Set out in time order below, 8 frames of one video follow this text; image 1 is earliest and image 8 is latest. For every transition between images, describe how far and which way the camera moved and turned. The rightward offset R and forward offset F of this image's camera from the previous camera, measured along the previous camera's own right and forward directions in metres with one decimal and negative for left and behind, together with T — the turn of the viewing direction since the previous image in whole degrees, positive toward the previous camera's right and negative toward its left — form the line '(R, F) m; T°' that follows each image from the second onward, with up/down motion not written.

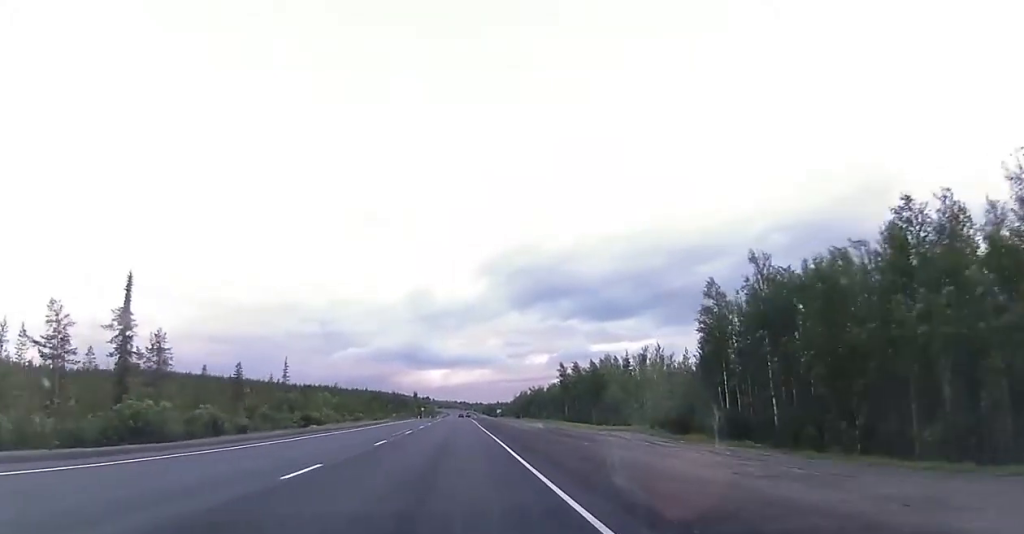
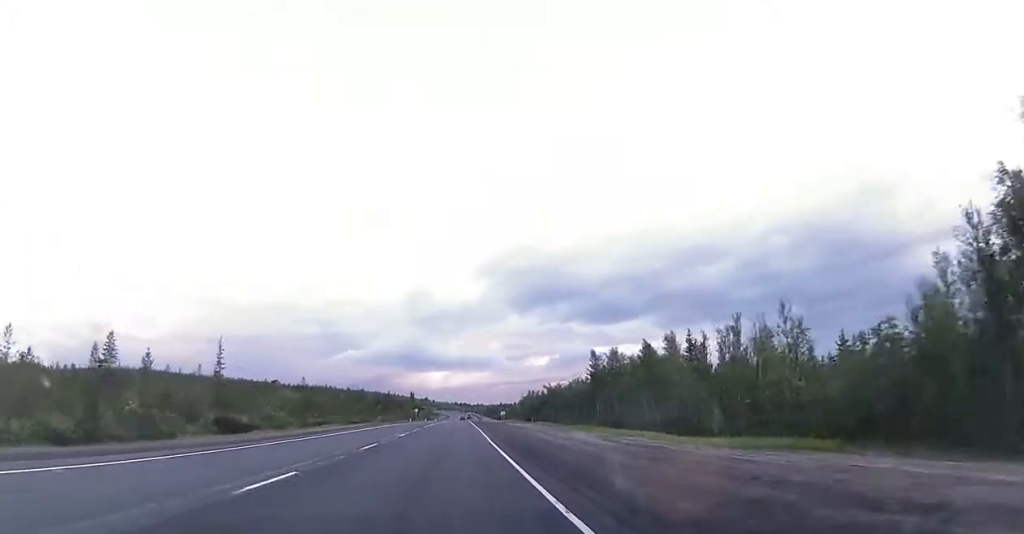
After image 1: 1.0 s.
(0.0, +26.4) m; 0°
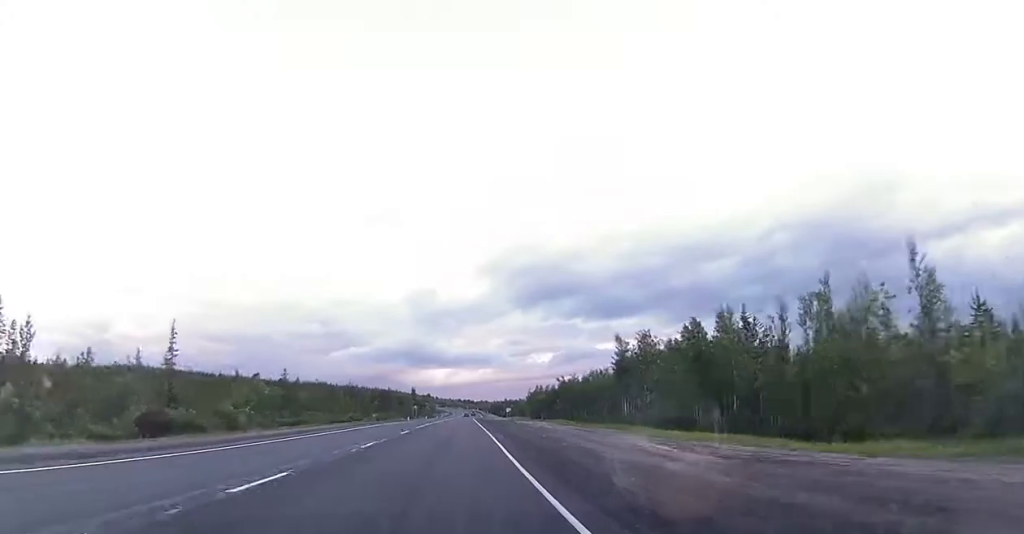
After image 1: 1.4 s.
(+0.1, +12.7) m; 0°
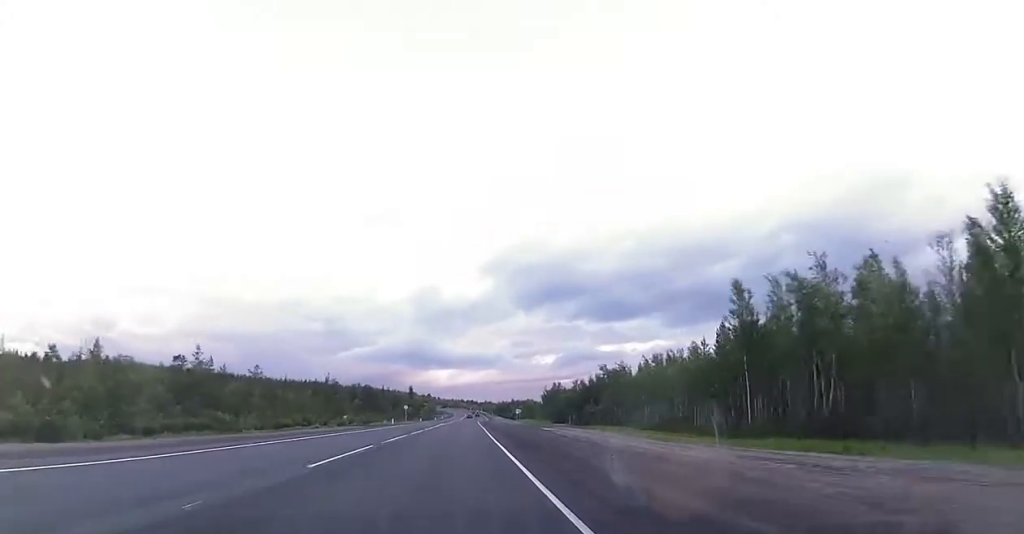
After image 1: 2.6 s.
(-0.1, +31.4) m; +1°
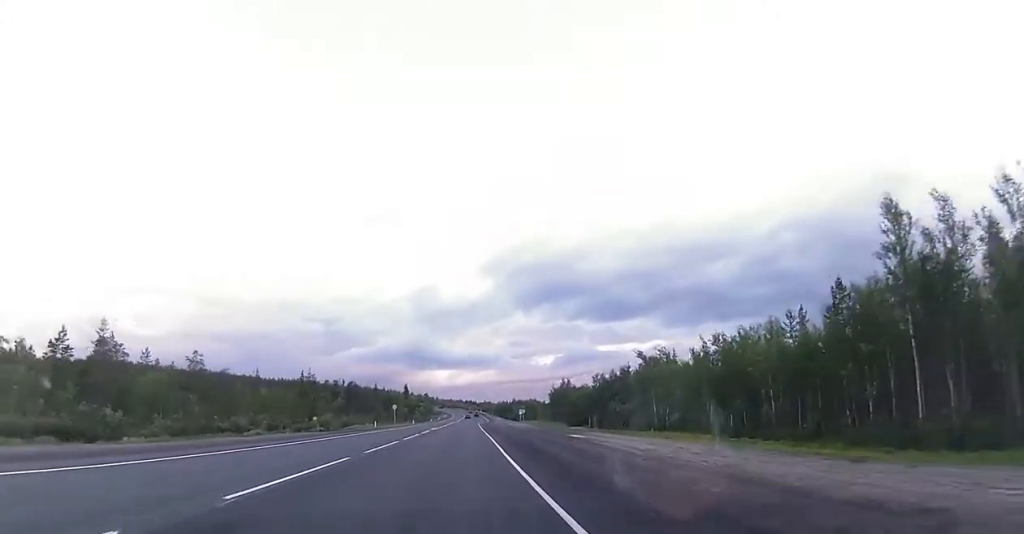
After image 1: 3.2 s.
(+0.2, +16.8) m; 0°
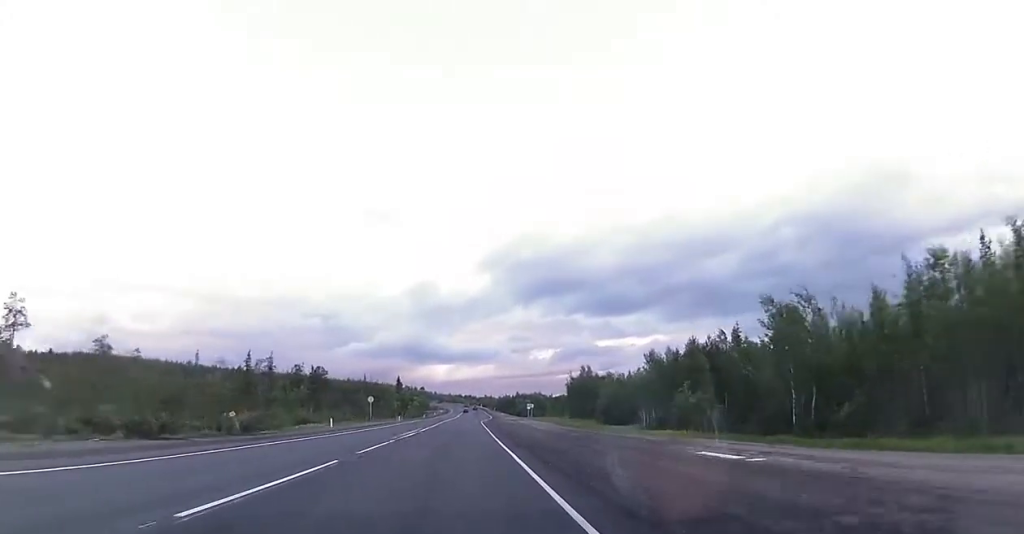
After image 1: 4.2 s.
(0.0, +25.6) m; -1°
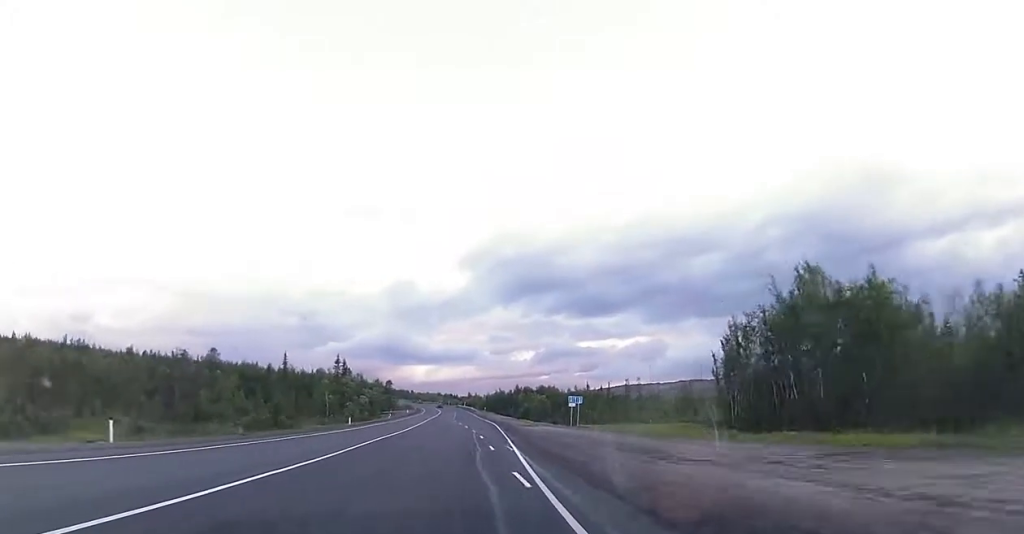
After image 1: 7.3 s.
(0.0, +82.3) m; +1°
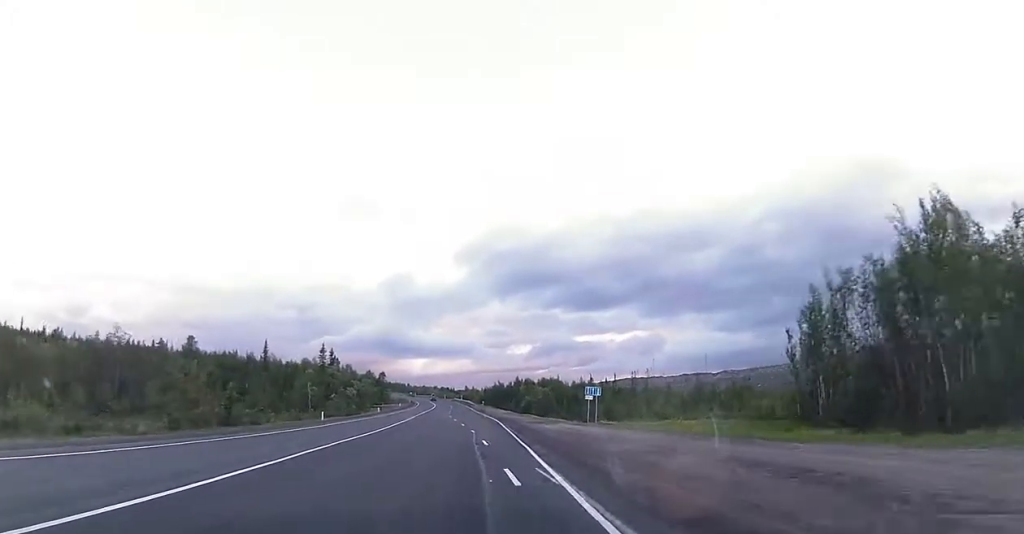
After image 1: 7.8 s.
(+0.1, +12.1) m; 0°
